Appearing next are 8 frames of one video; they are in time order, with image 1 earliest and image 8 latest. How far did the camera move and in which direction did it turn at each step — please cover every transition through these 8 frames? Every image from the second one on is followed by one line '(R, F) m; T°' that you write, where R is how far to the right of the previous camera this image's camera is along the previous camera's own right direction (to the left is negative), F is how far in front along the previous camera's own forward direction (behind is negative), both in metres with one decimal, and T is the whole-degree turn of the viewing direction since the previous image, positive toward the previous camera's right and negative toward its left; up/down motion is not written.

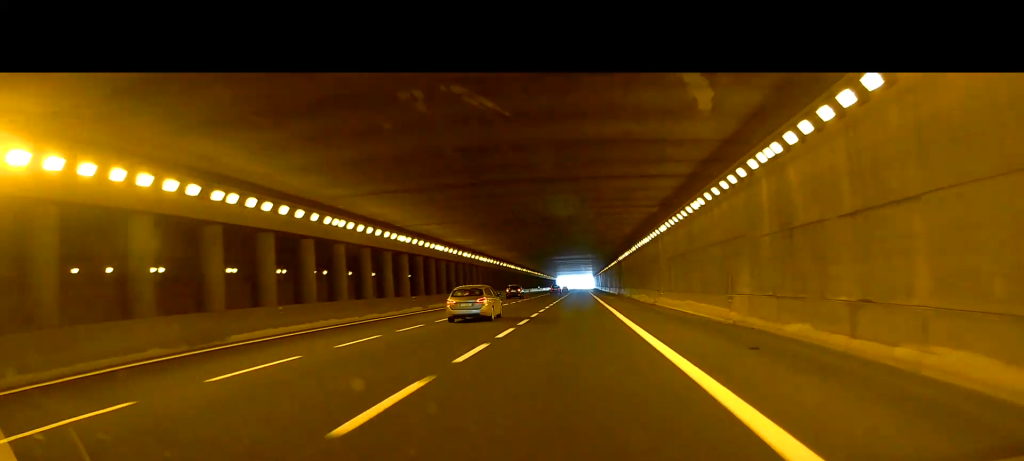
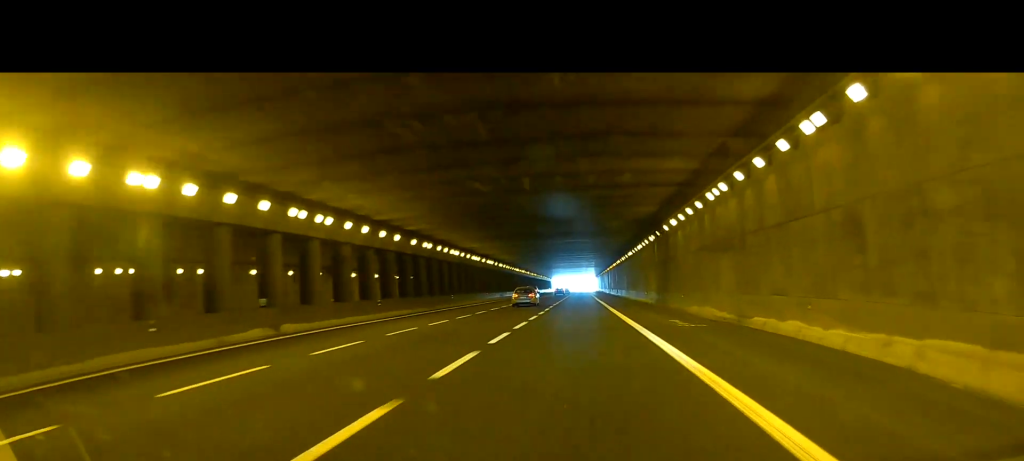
(+1.4, +54.9) m; +1°
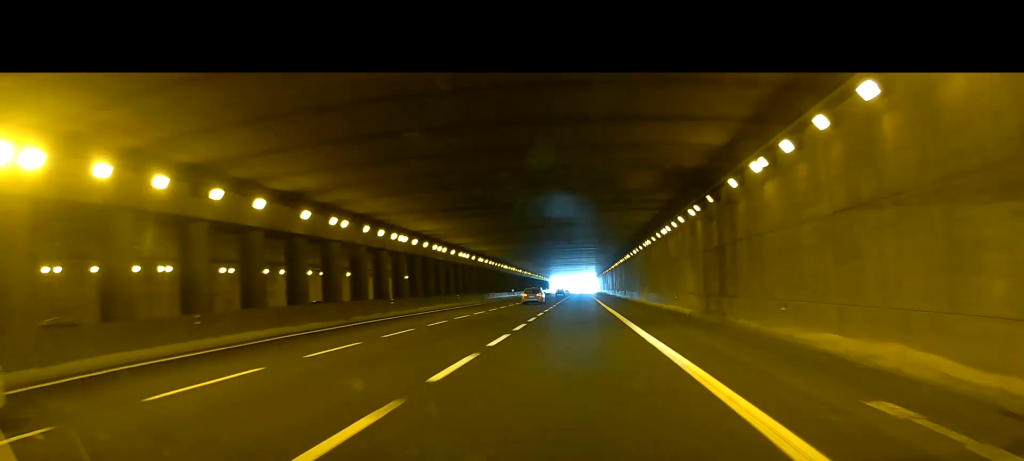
(-0.4, +20.1) m; +1°
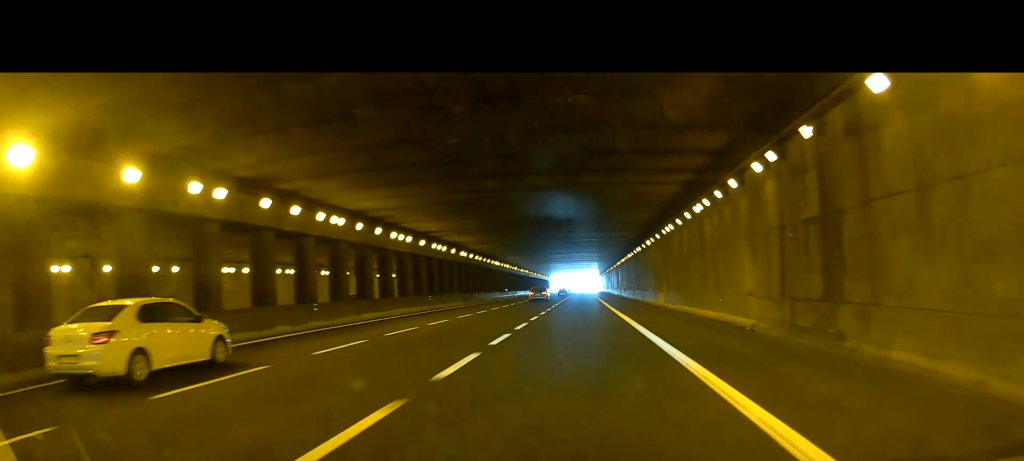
(0.0, +12.7) m; +1°
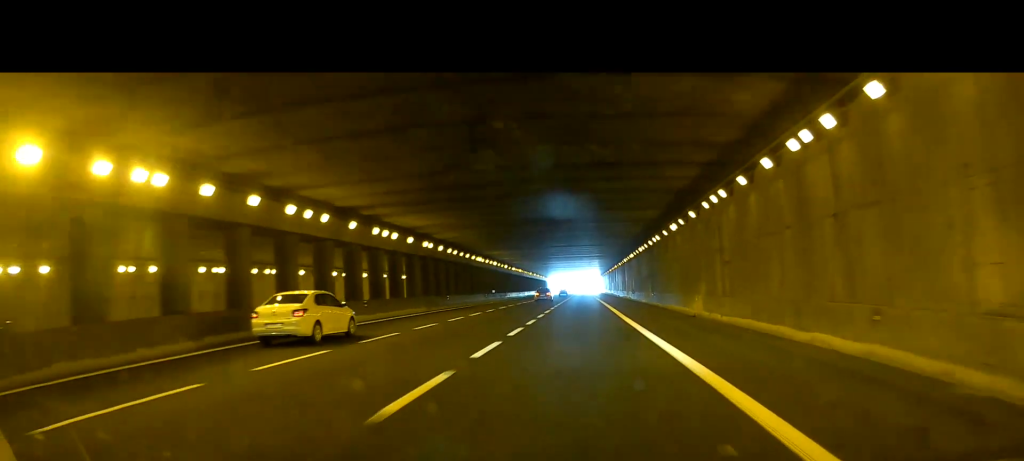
(+0.4, +15.1) m; +1°
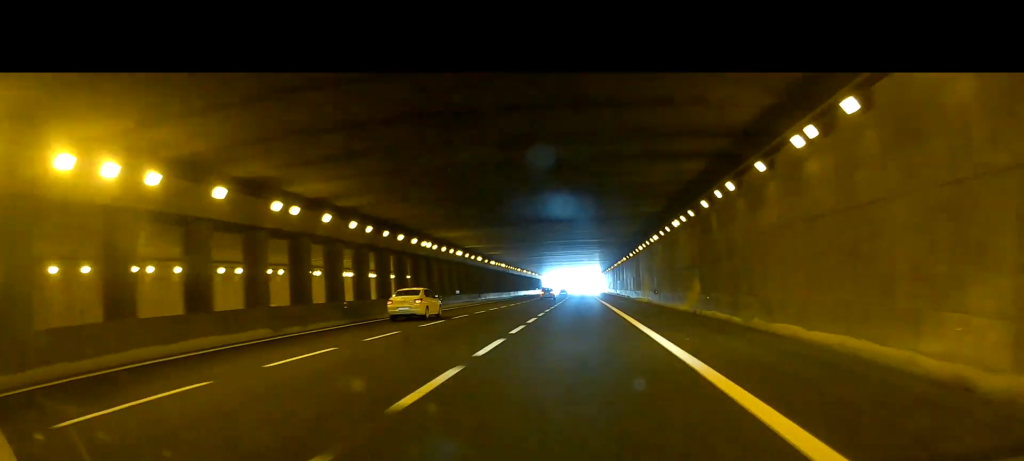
(+0.3, +23.5) m; +1°
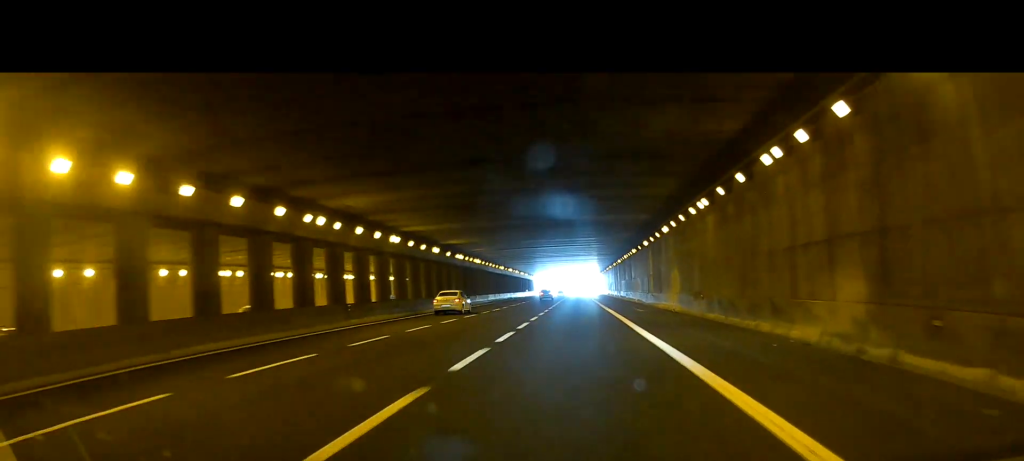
(0.0, +19.1) m; 0°
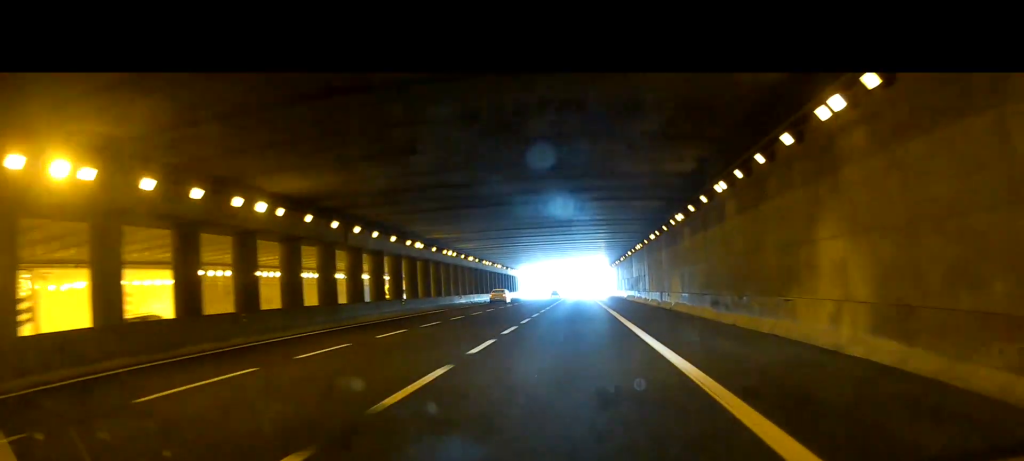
(0.0, +45.8) m; 0°
